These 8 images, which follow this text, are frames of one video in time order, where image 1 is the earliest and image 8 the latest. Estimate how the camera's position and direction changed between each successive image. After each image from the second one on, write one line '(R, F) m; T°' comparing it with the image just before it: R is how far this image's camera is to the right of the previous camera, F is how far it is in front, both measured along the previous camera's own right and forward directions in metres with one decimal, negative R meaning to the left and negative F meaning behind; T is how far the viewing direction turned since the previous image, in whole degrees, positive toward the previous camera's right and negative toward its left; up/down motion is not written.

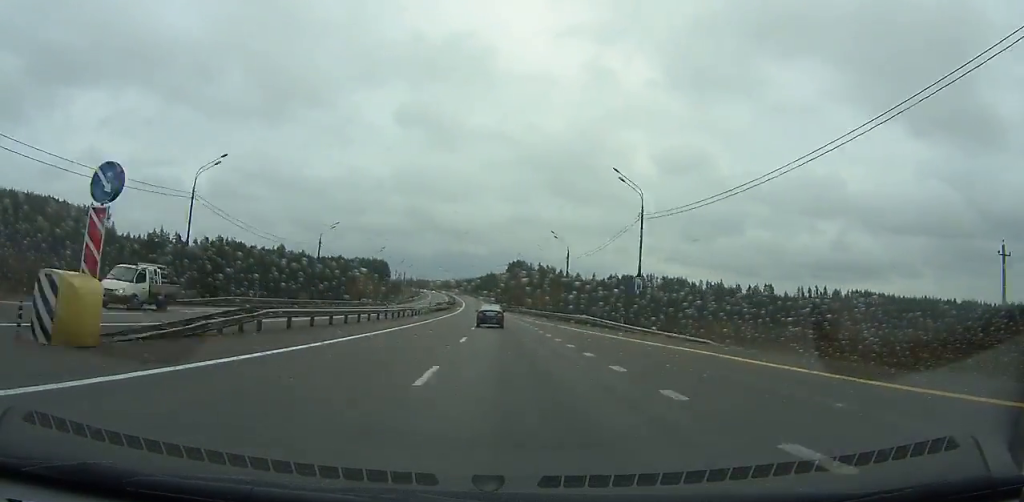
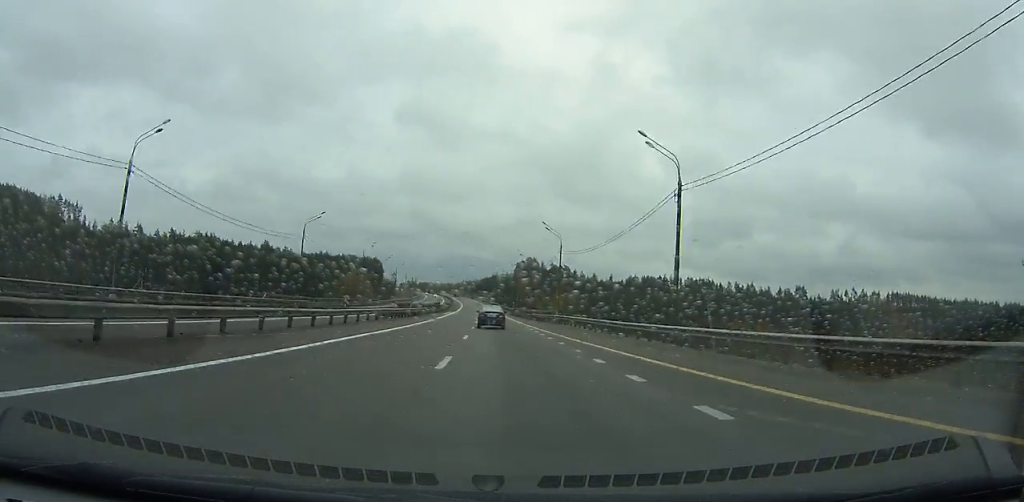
(-0.6, +43.5) m; -1°
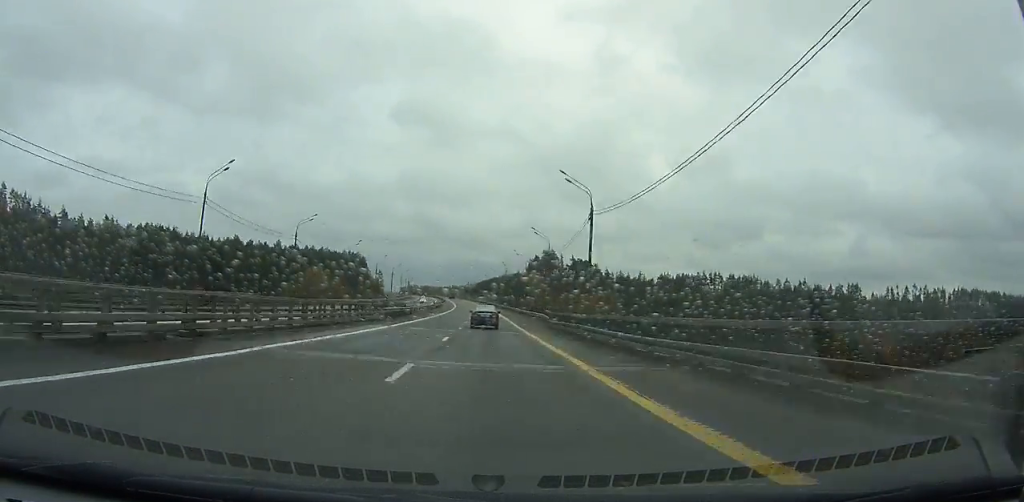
(-0.9, +63.3) m; -1°
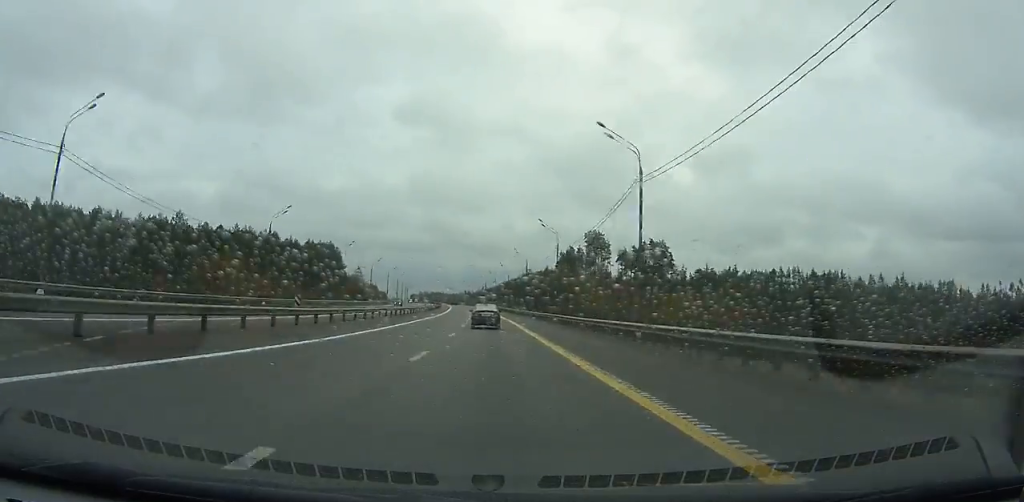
(-0.7, +76.2) m; -2°
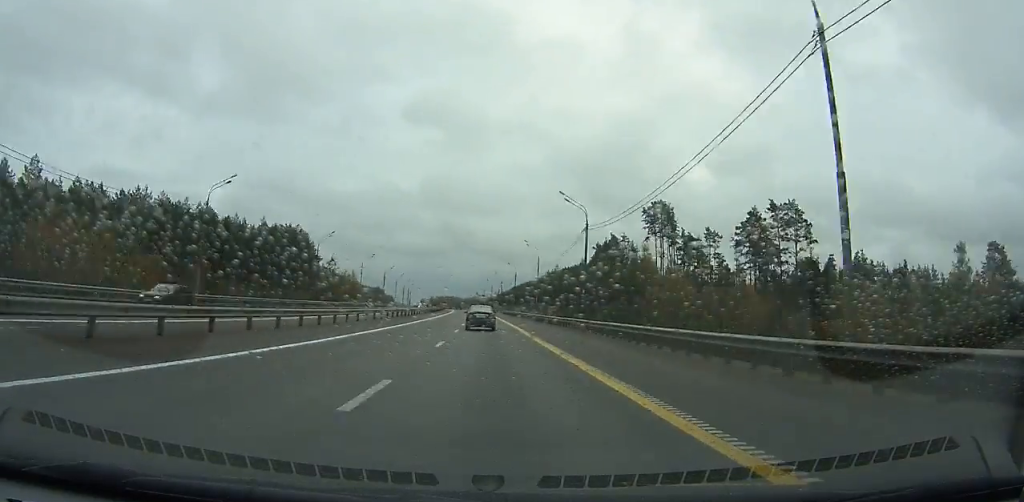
(-0.7, +52.6) m; -1°
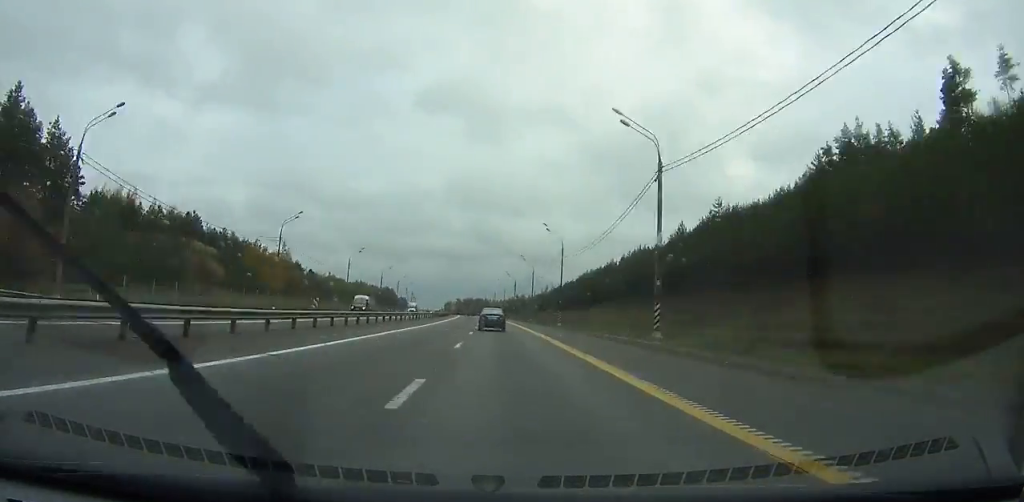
(-3.9, +129.7) m; -3°
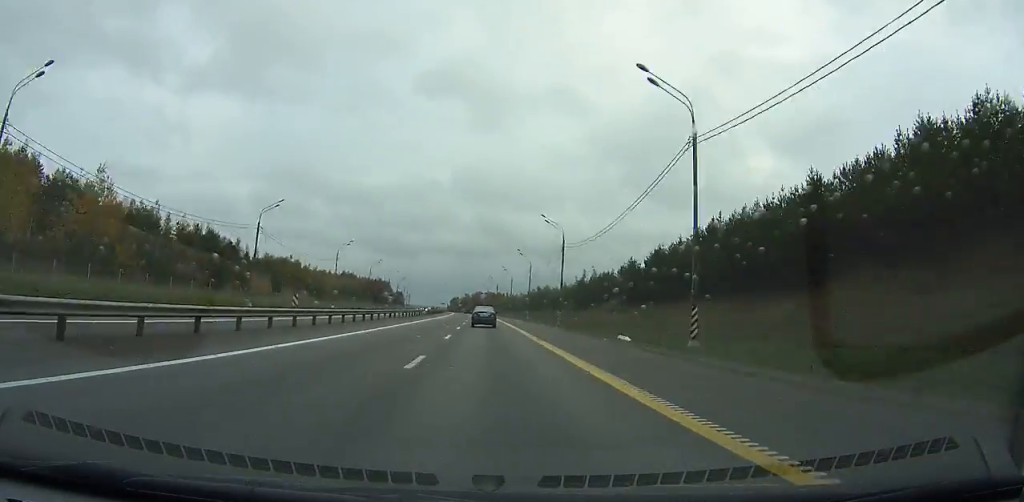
(-1.3, +79.2) m; -2°
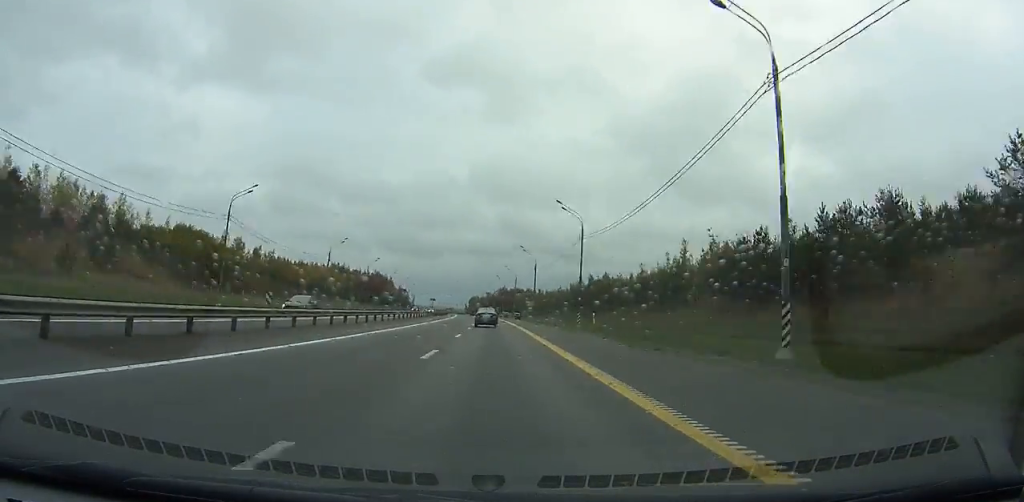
(-1.3, +81.0) m; -2°
